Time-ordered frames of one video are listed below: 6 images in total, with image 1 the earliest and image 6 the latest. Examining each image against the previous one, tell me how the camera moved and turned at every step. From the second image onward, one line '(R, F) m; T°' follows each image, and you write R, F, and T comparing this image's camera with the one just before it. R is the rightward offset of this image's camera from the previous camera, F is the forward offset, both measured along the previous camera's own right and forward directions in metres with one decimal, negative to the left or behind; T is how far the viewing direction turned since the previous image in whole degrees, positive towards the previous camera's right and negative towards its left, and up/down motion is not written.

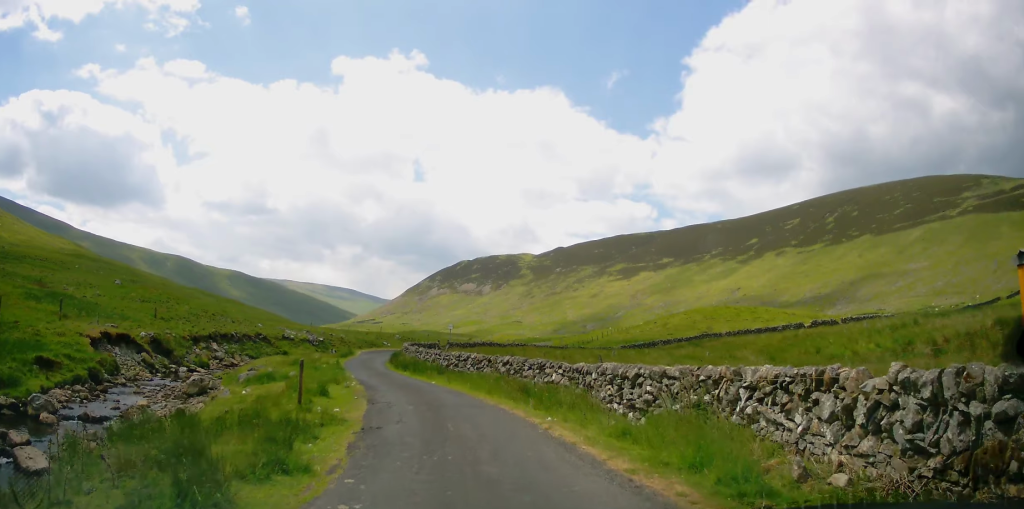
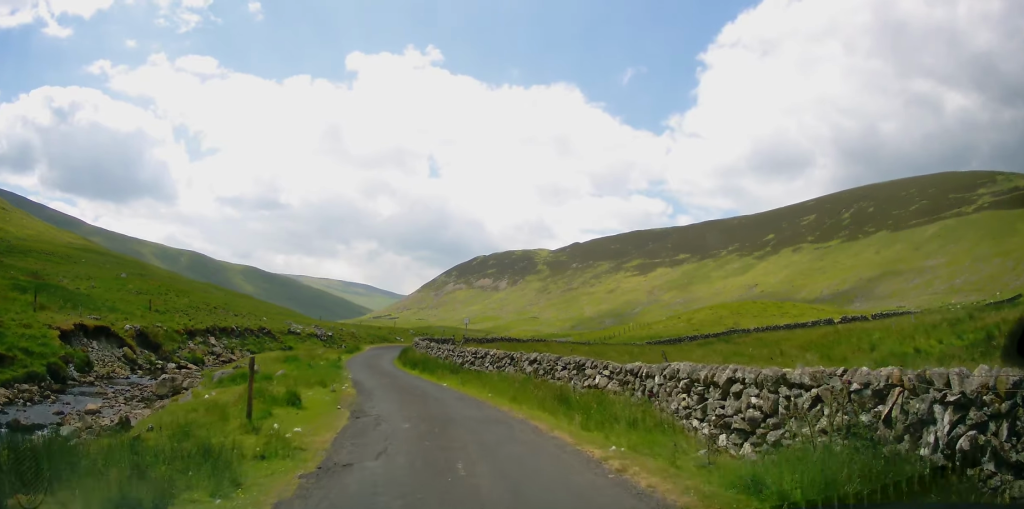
(+0.3, +3.8) m; -1°
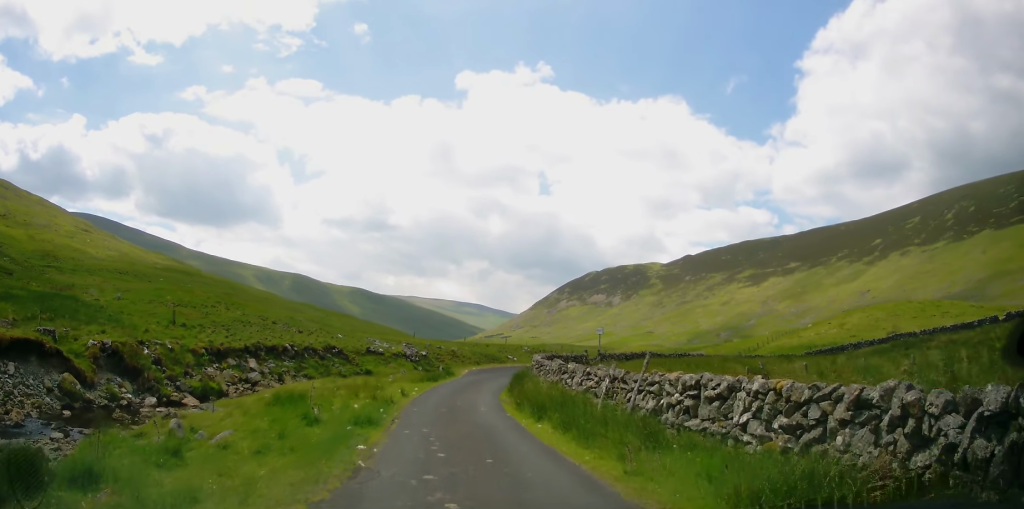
(-1.2, +13.1) m; -9°
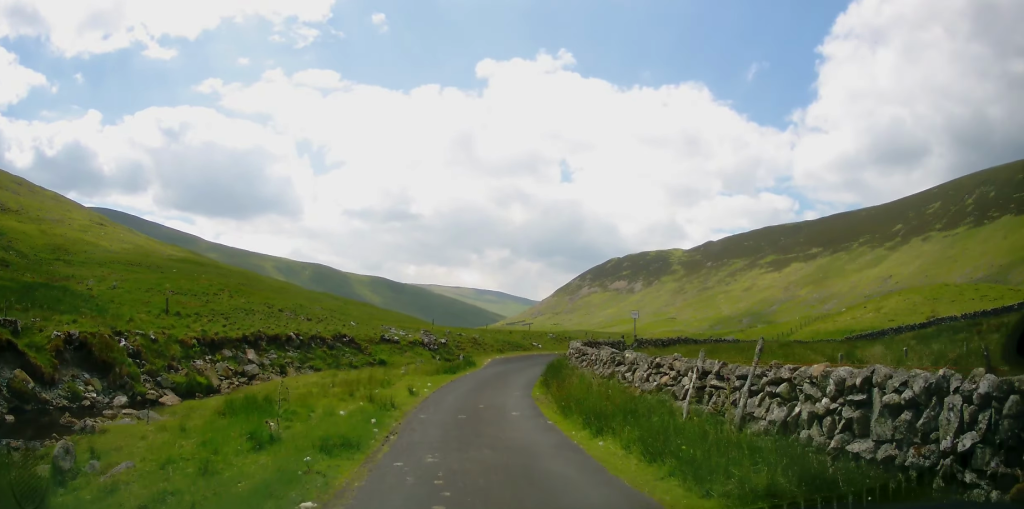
(0.0, +3.6) m; -1°
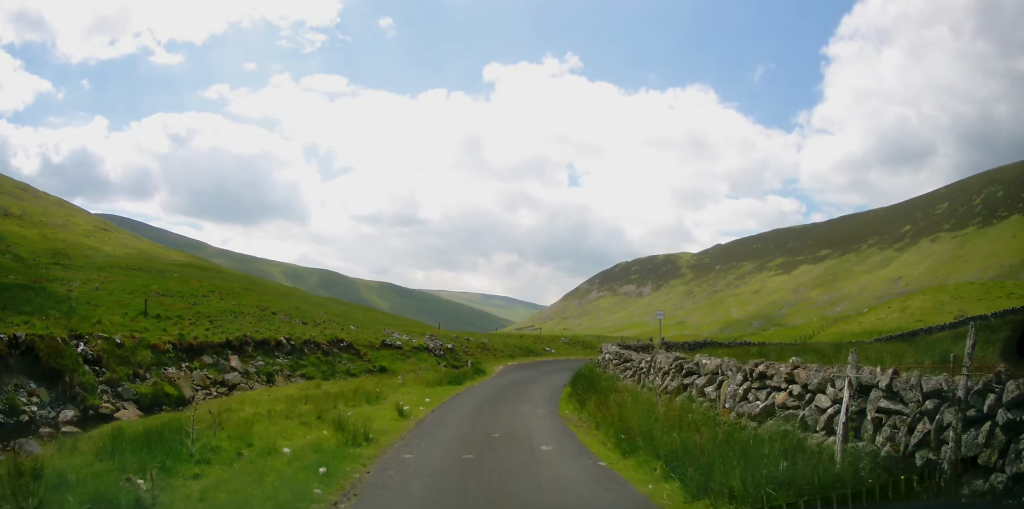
(0.0, +3.3) m; -1°
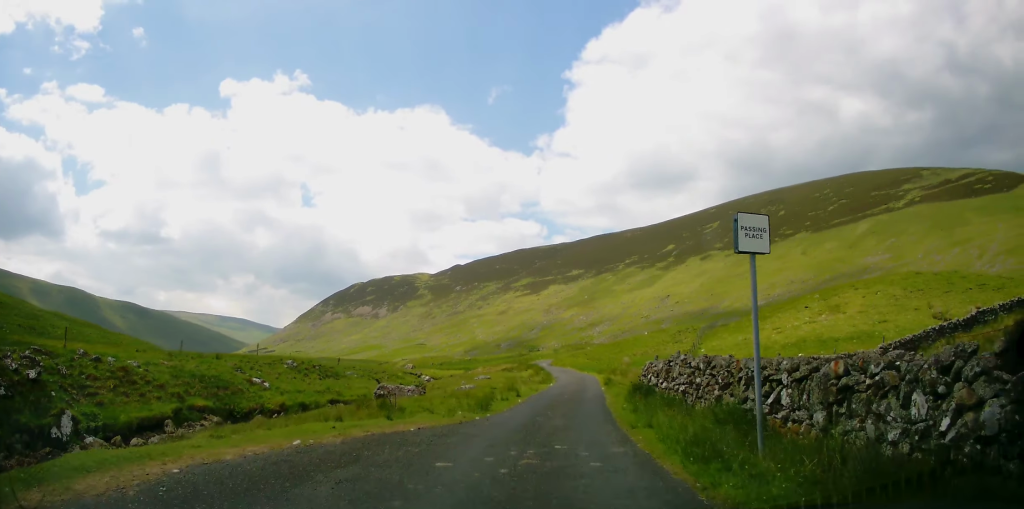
(+3.4, +28.4) m; +22°
